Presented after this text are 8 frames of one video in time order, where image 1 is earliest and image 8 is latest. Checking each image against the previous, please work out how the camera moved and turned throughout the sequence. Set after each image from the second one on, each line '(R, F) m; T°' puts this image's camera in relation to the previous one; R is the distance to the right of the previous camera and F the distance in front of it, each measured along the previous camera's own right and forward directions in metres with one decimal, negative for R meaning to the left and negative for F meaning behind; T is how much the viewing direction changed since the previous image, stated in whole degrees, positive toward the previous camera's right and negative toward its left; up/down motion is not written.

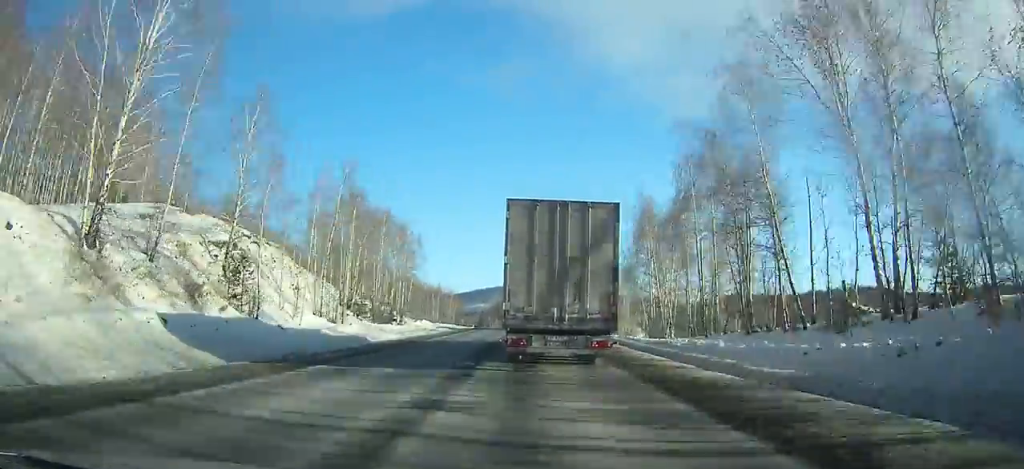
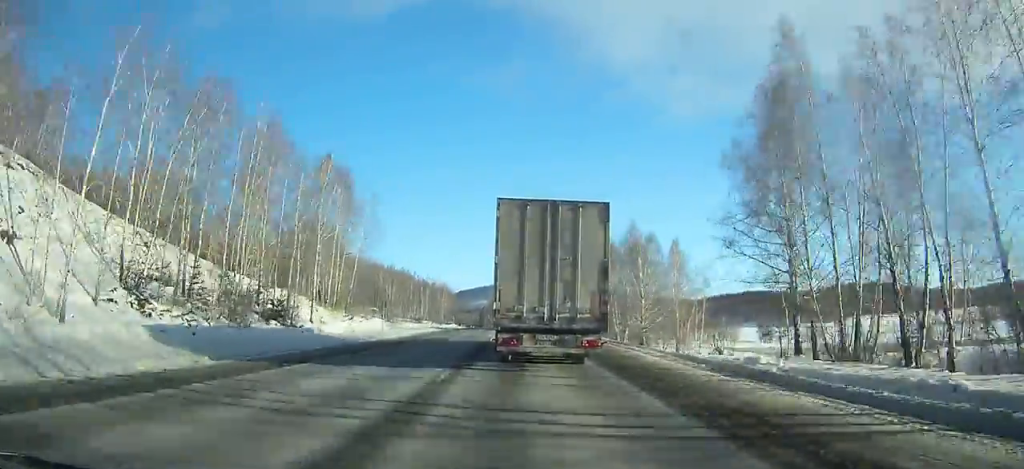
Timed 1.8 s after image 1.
(-0.2, +32.0) m; -1°
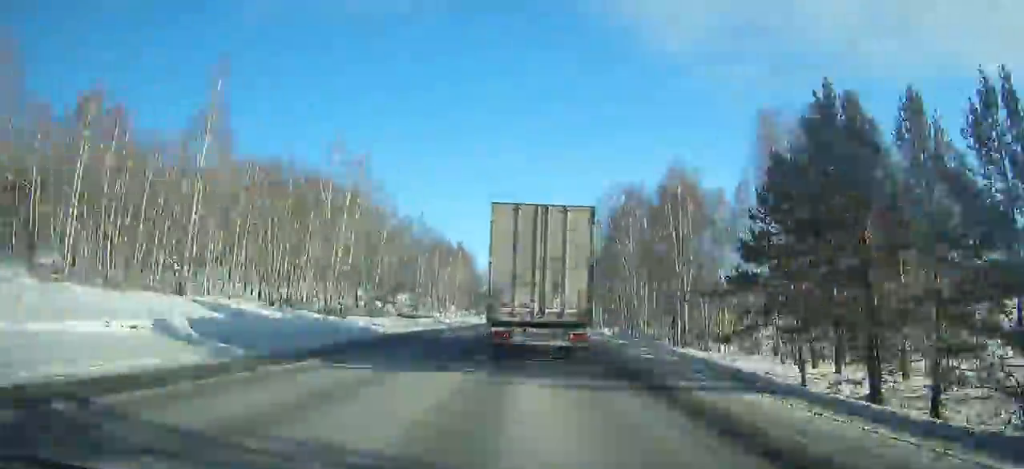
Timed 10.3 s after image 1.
(-7.2, +155.7) m; -4°
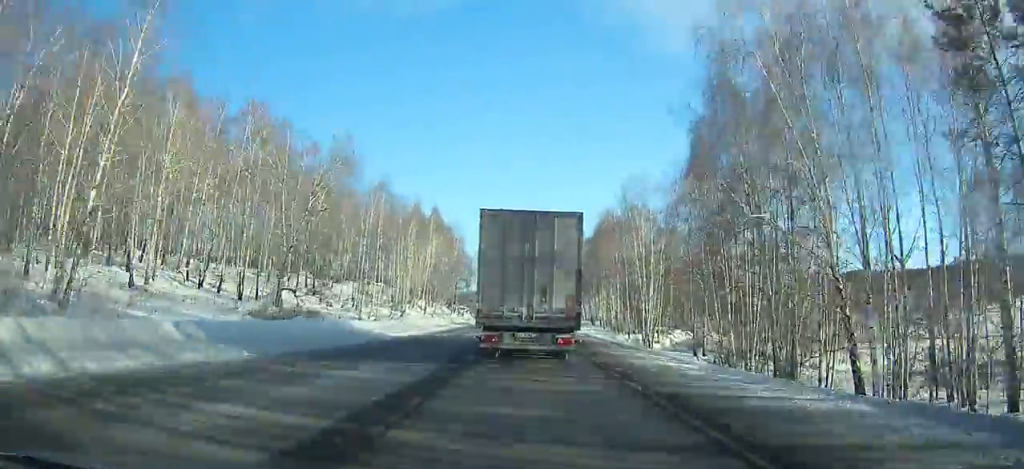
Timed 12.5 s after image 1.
(-0.2, +42.3) m; 0°
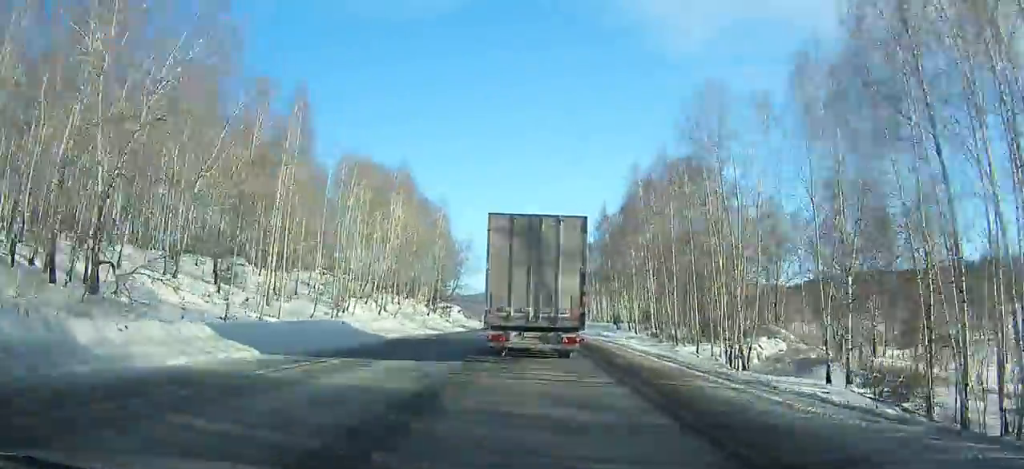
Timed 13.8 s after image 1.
(0.0, +25.2) m; 0°
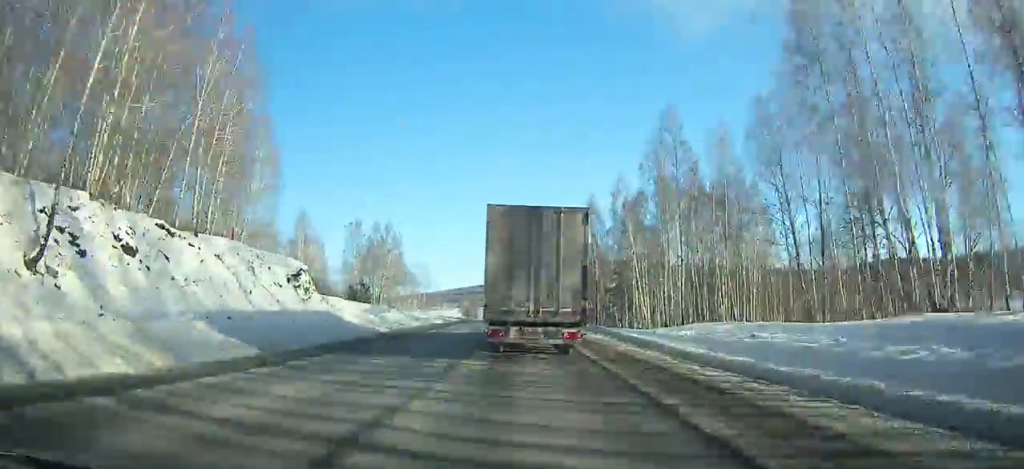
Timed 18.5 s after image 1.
(-1.1, +92.6) m; -2°
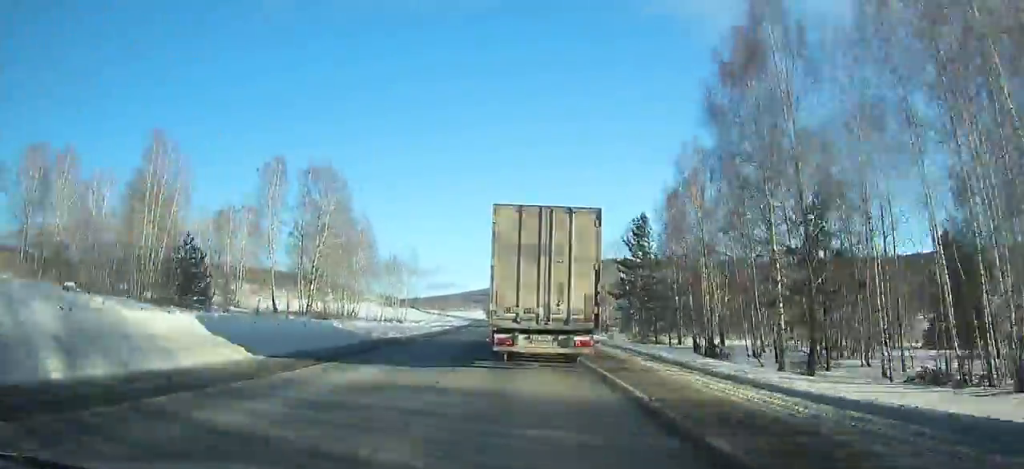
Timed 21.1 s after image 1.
(-1.0, +51.6) m; -2°
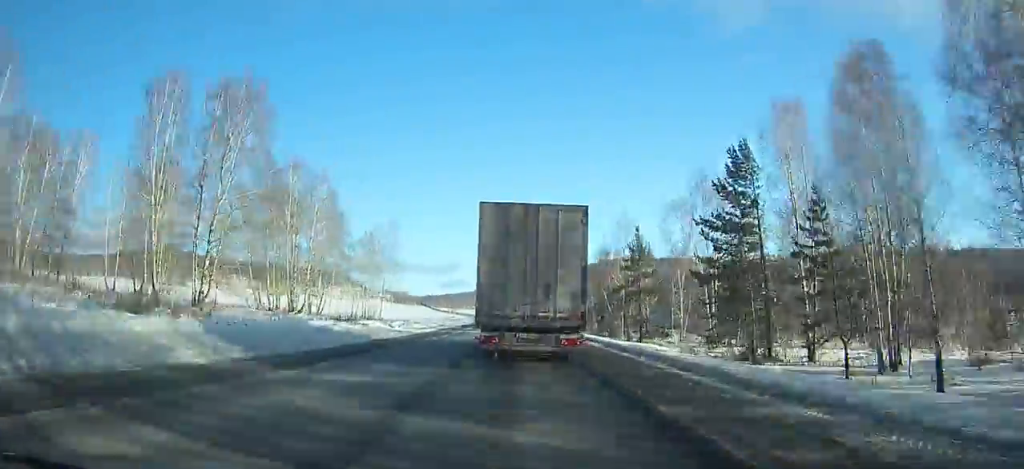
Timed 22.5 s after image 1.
(-0.1, +27.9) m; -1°
